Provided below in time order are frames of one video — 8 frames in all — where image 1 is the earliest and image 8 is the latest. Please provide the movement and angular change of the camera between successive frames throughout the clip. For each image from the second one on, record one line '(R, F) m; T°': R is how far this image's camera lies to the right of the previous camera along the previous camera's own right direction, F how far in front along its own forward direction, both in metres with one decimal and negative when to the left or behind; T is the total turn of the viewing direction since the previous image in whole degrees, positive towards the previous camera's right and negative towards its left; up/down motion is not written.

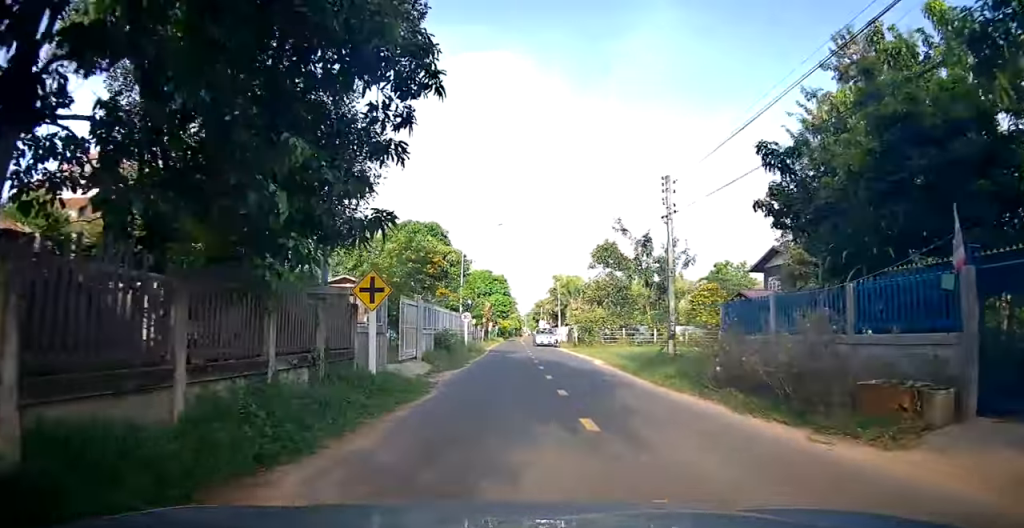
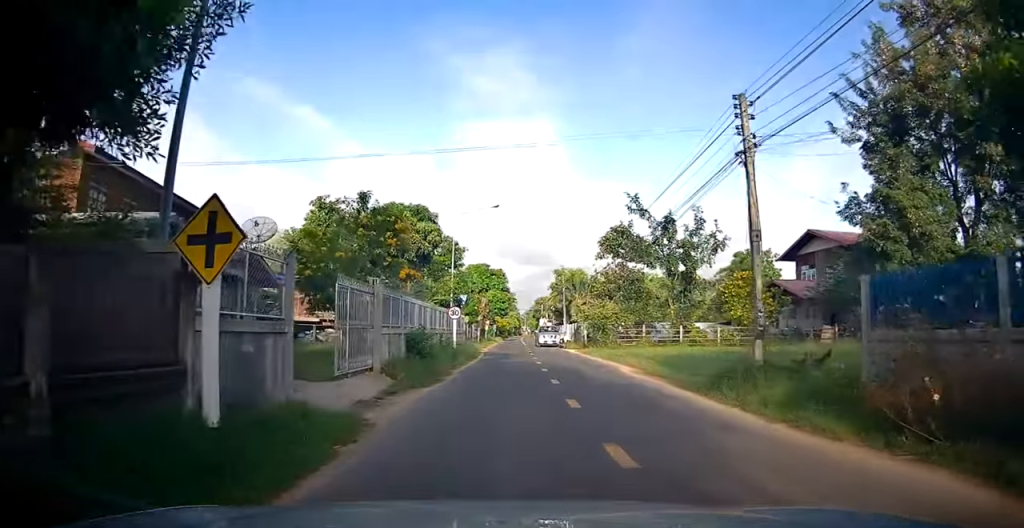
(+0.2, +5.6) m; -1°
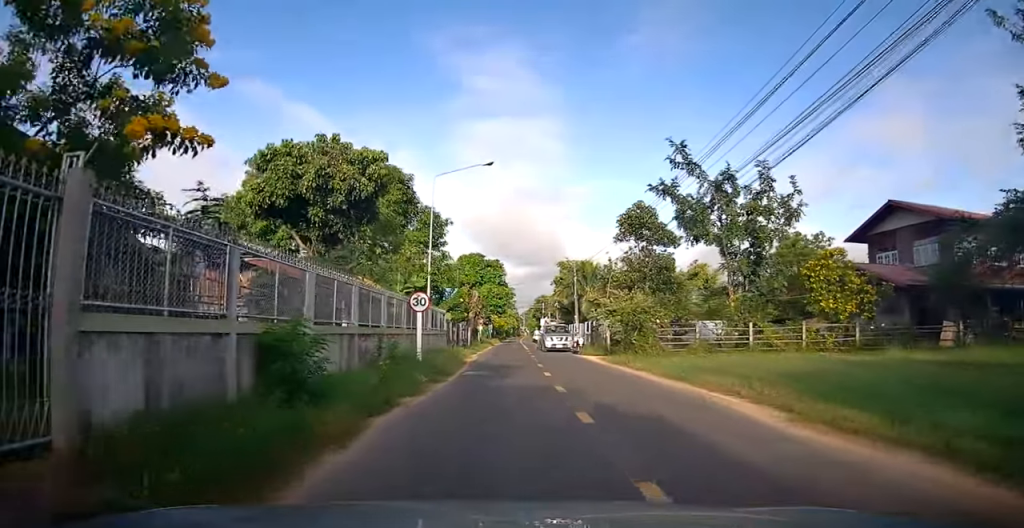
(-0.3, +9.5) m; -1°
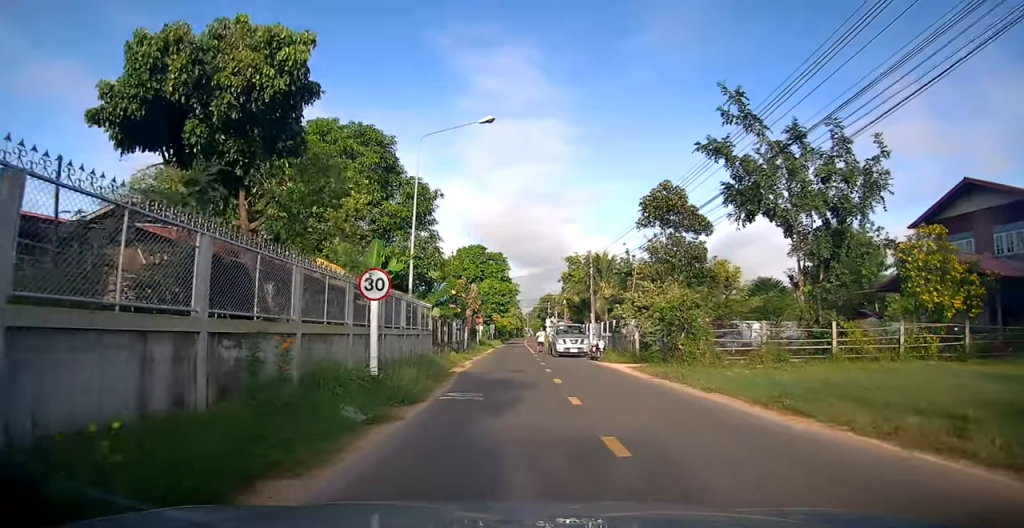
(+0.1, +6.0) m; +1°
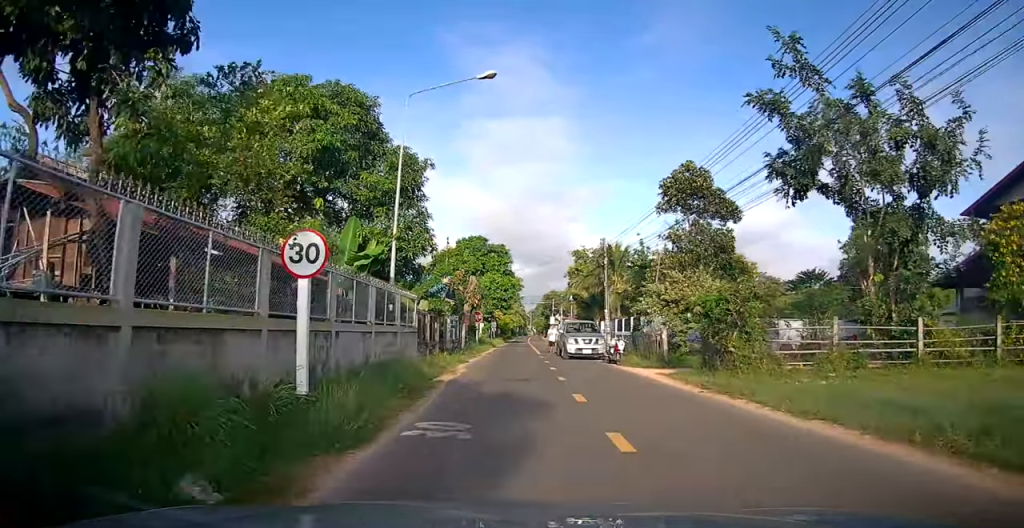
(0.0, +3.9) m; 0°
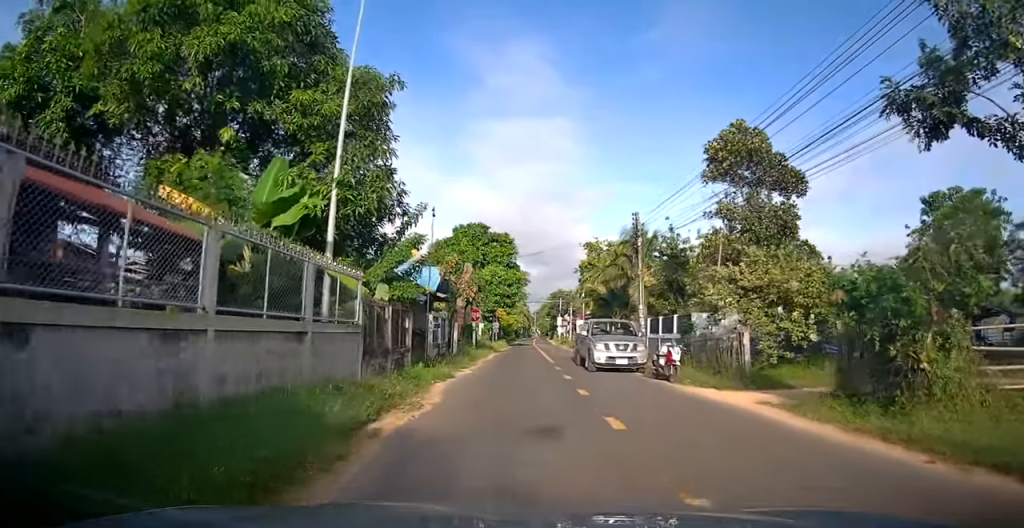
(0.0, +6.7) m; -1°
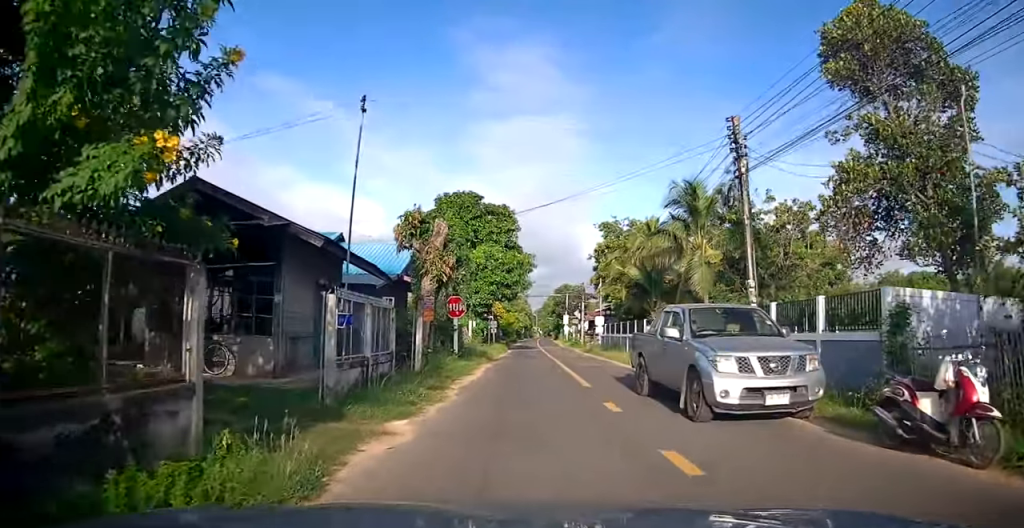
(-0.1, +10.4) m; -2°
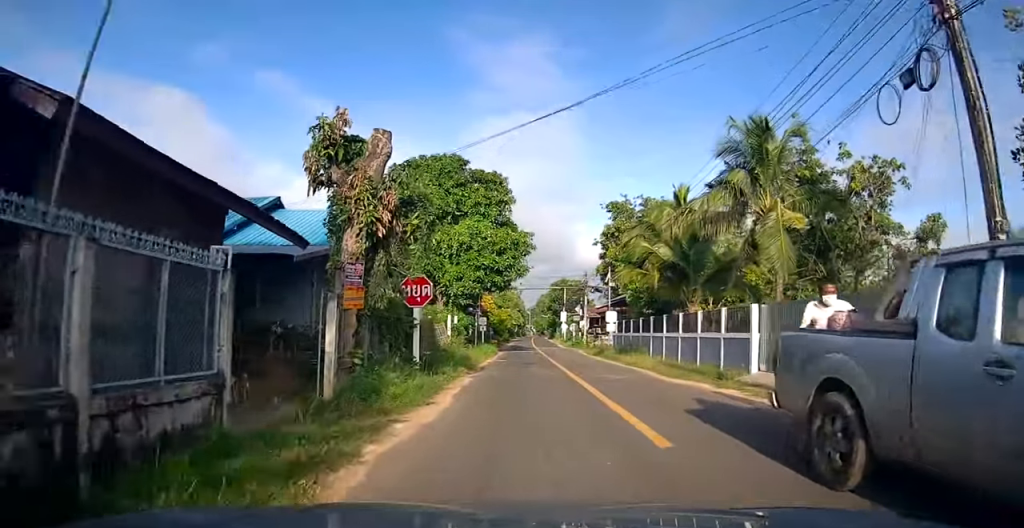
(-0.1, +7.2) m; +1°
